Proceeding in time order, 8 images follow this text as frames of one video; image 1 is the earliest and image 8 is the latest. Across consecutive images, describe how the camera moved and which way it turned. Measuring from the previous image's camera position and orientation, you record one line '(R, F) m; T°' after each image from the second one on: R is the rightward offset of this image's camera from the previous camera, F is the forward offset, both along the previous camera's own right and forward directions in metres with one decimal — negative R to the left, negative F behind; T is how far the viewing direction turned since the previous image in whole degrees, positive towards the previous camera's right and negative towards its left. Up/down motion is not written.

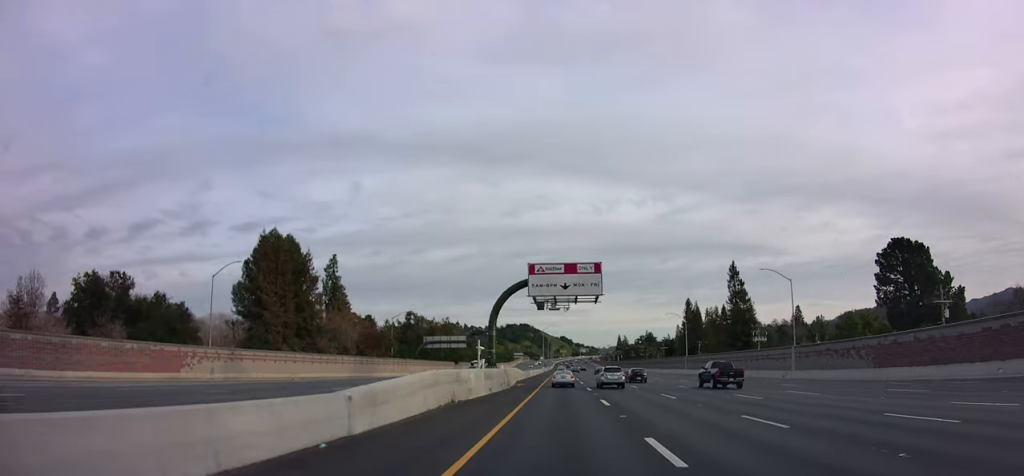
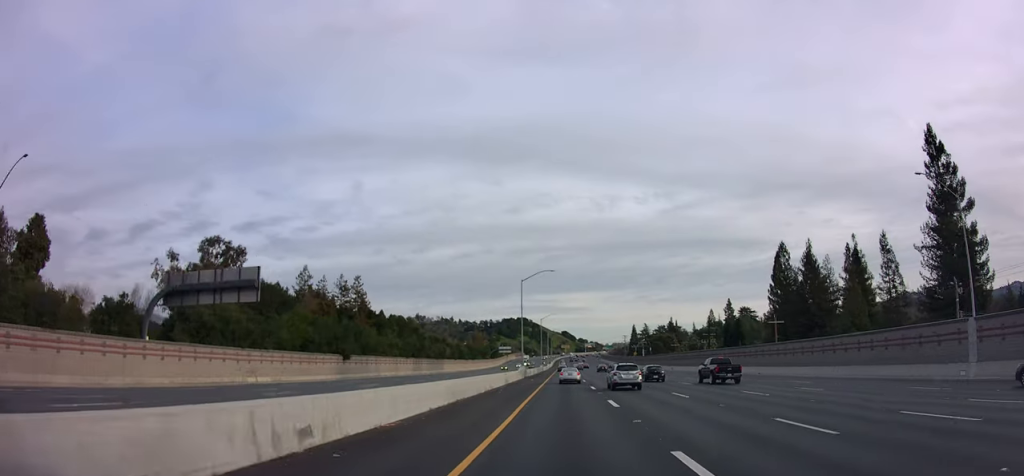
(-1.0, +89.5) m; -1°
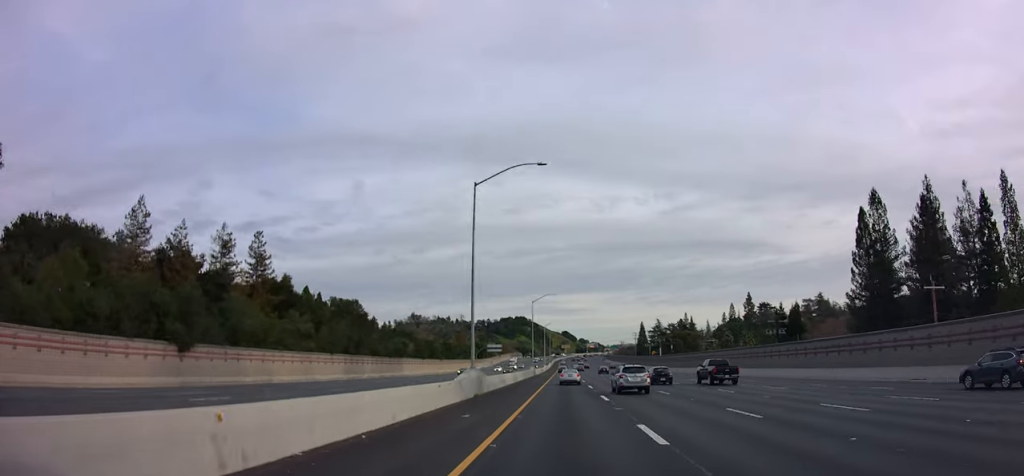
(-0.4, +38.9) m; 0°
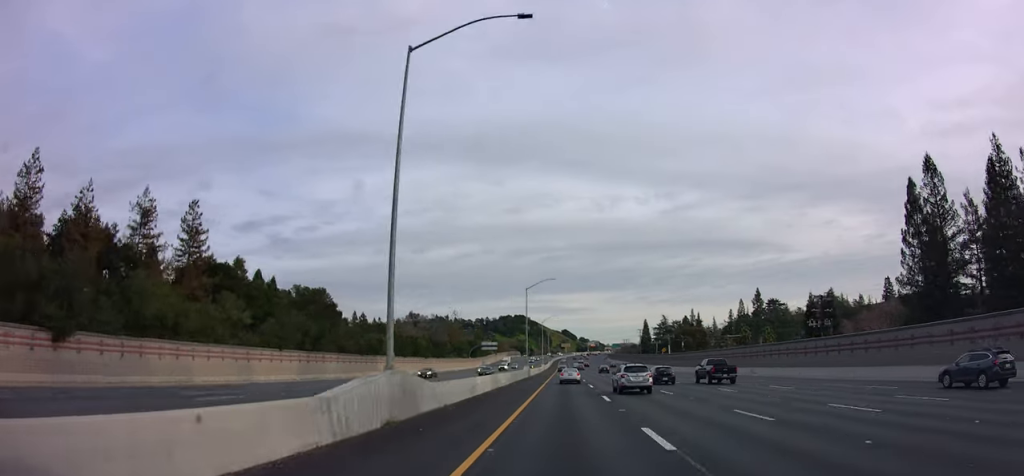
(+0.1, +15.3) m; 0°
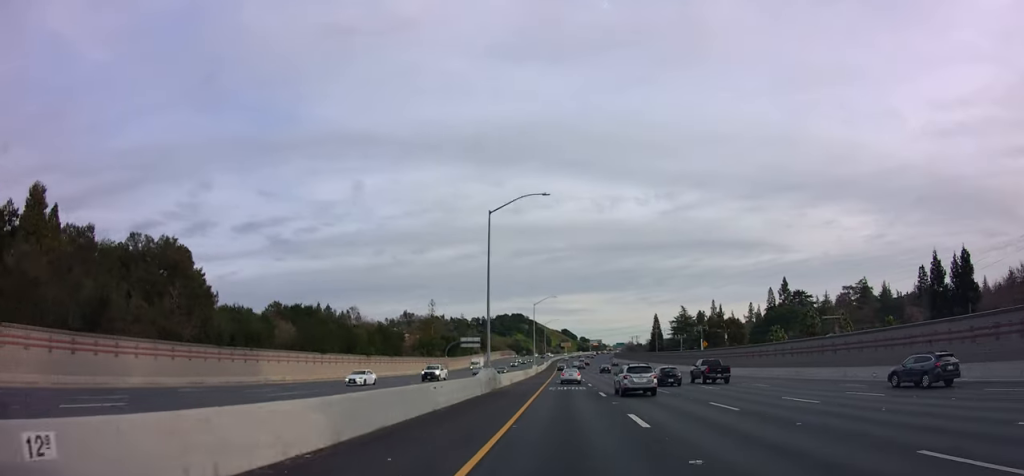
(+0.4, +39.8) m; 0°
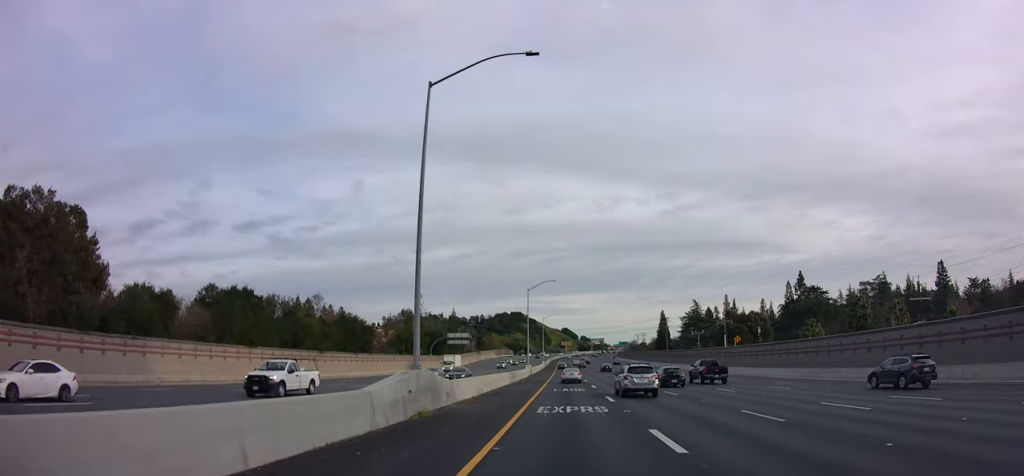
(+0.1, +18.7) m; 0°
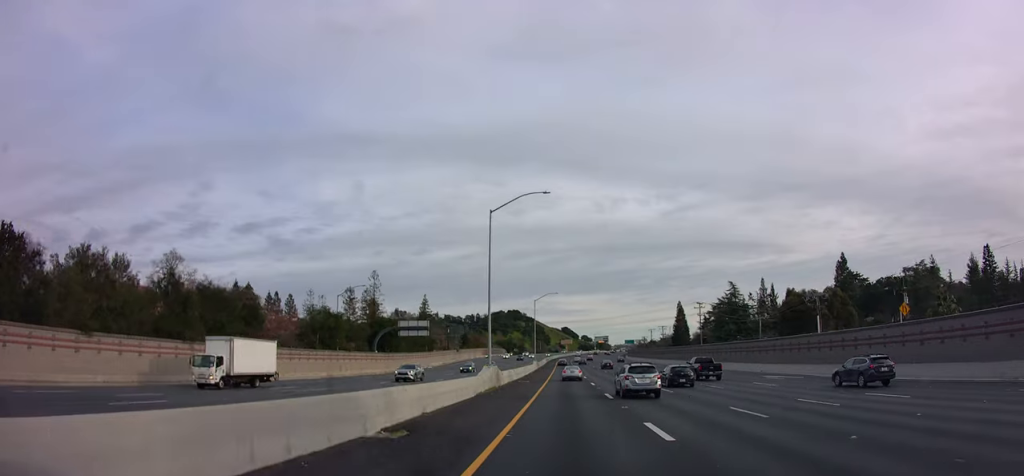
(-0.5, +42.2) m; 0°
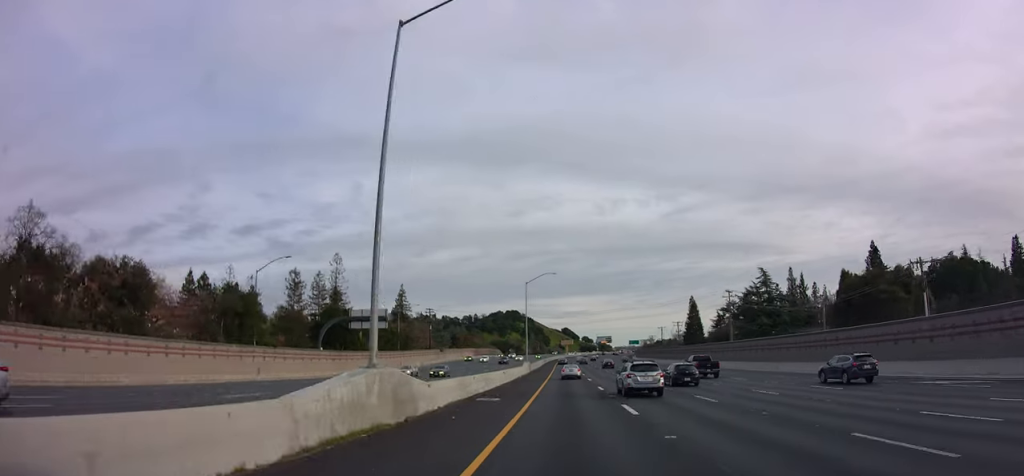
(+0.3, +23.4) m; 0°
